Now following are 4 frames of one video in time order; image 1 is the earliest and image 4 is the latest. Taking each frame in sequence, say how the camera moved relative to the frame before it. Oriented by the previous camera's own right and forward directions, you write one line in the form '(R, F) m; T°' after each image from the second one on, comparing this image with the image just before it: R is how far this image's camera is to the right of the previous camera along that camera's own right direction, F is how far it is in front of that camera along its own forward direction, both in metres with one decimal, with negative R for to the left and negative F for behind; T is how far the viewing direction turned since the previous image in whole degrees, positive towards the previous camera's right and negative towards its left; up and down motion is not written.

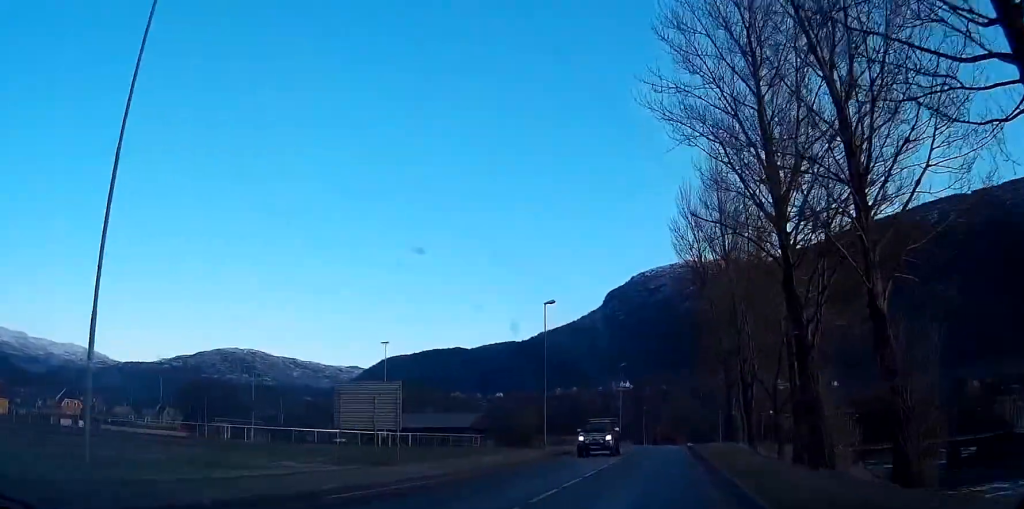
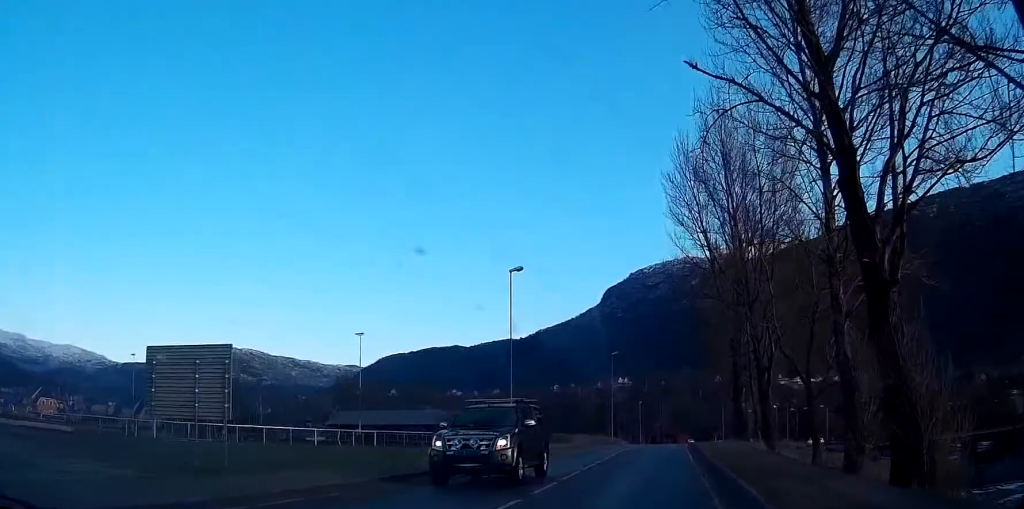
(+0.2, +11.5) m; +1°
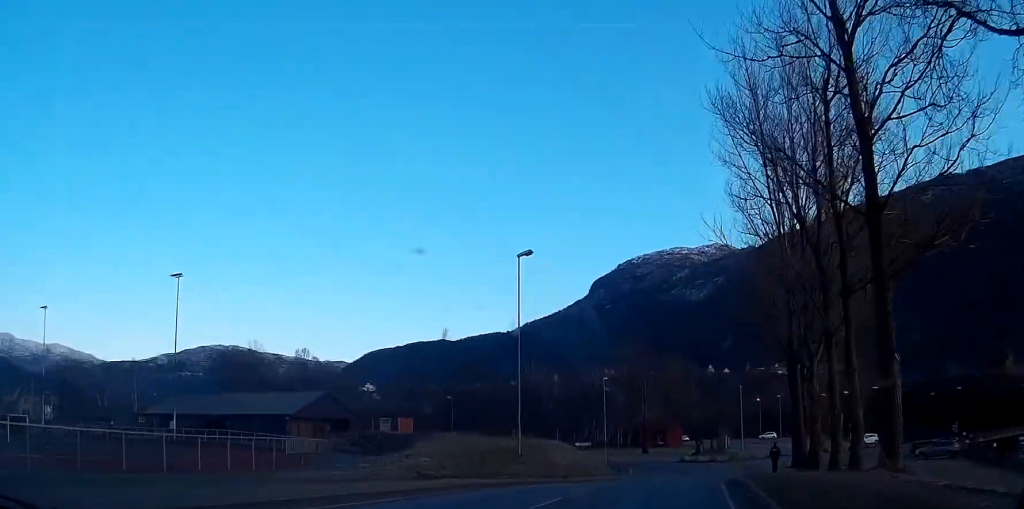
(-1.9, +52.4) m; -3°
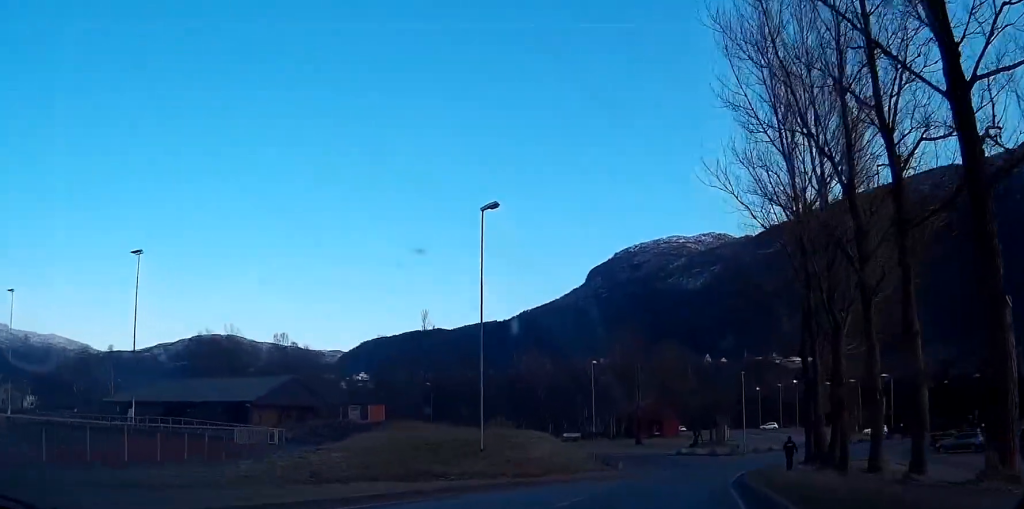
(0.0, +7.3) m; +1°
